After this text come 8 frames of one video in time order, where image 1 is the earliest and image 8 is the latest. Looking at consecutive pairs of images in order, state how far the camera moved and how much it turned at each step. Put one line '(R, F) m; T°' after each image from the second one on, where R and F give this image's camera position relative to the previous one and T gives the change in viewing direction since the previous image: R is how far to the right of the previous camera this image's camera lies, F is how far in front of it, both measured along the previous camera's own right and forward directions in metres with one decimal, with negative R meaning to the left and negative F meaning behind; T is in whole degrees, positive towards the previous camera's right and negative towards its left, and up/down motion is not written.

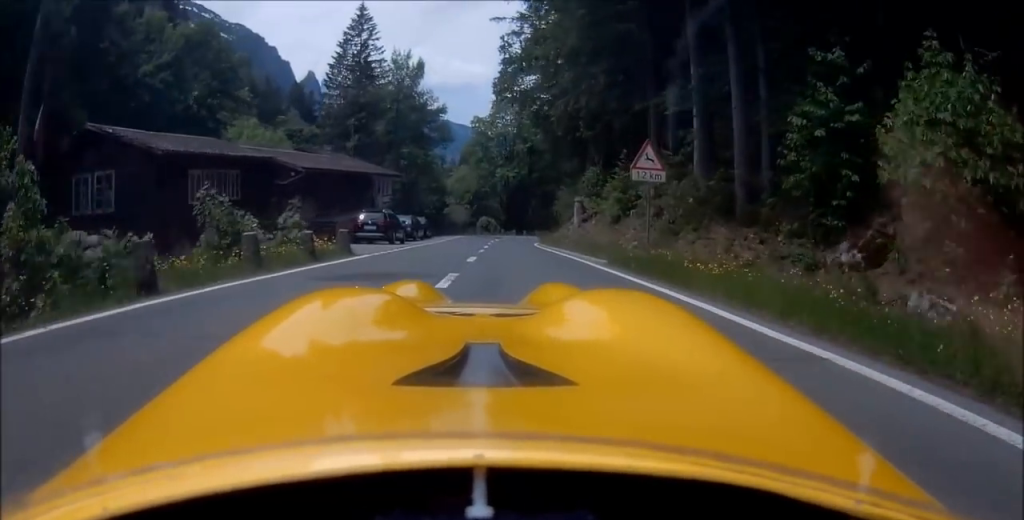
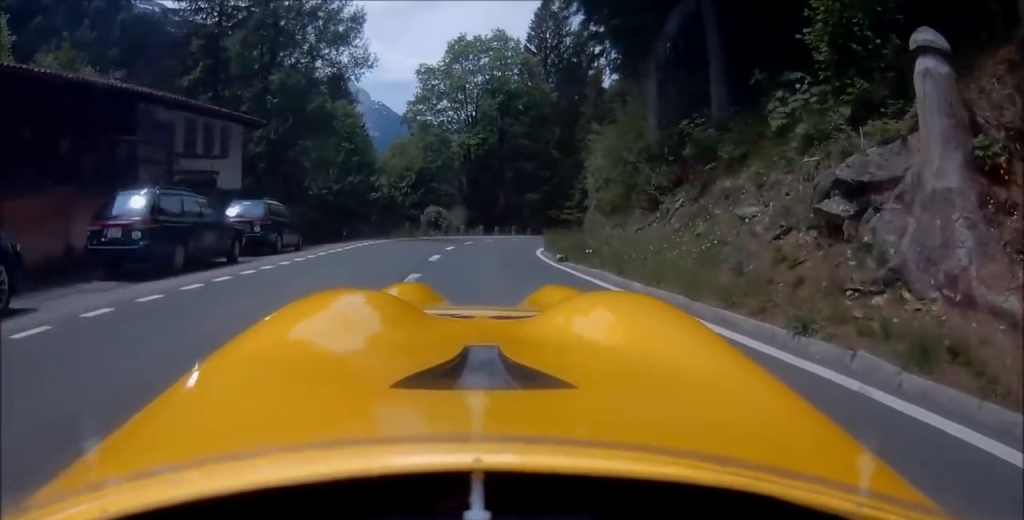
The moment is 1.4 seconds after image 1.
(+0.7, +22.6) m; +8°
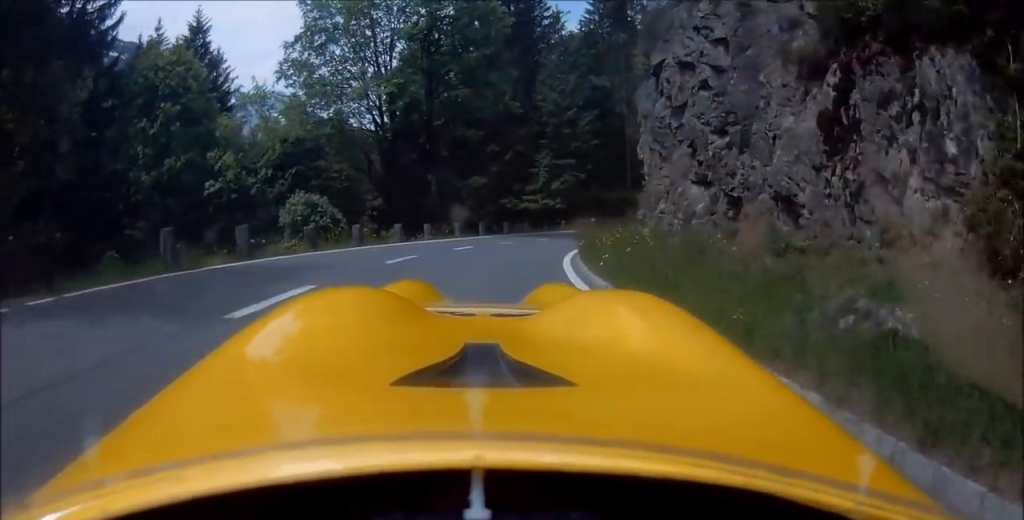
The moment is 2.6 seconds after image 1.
(+2.3, +19.2) m; +13°
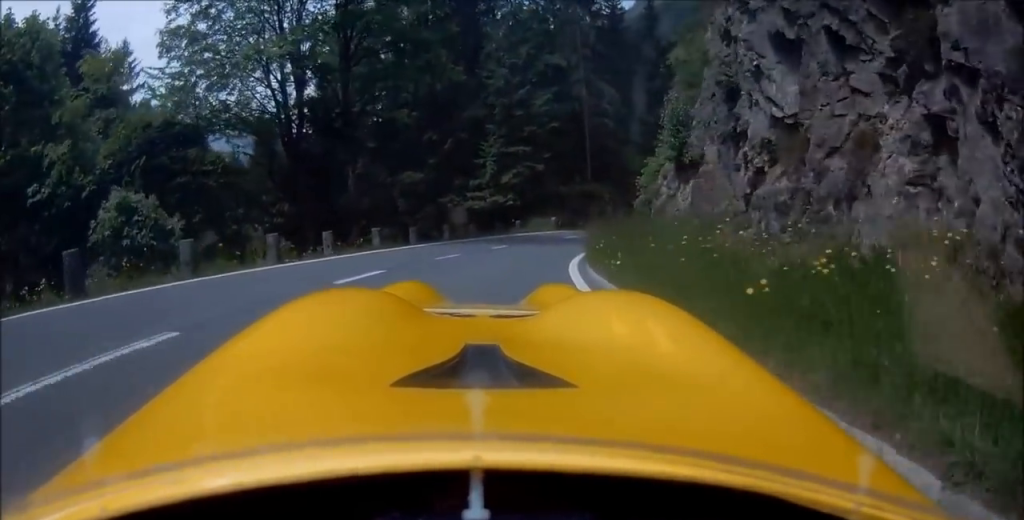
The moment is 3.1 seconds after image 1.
(+0.3, +8.1) m; +8°
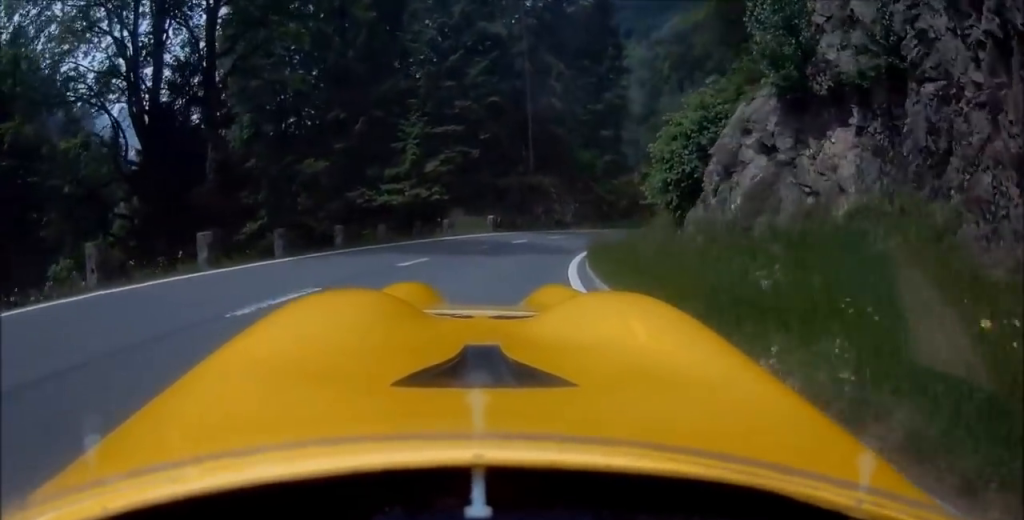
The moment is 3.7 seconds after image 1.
(+0.8, +8.2) m; +7°
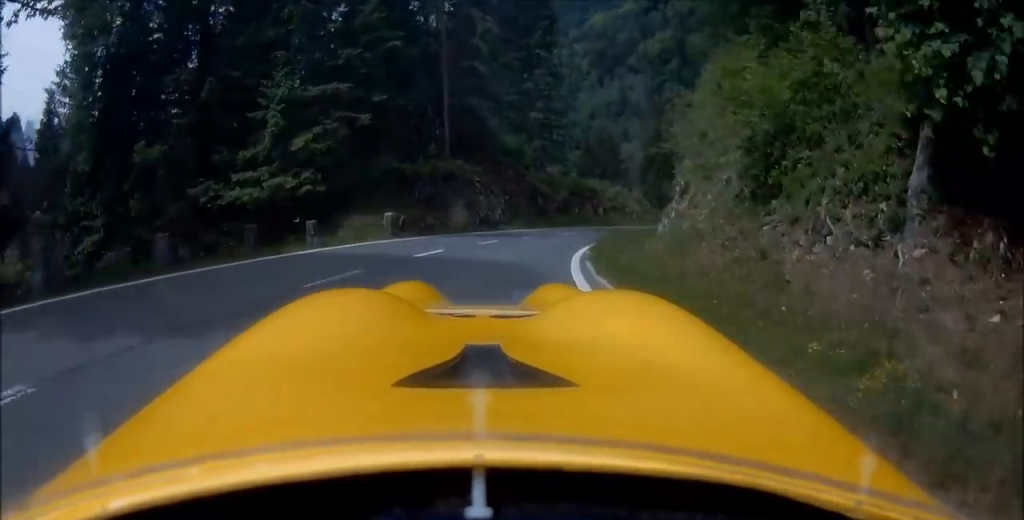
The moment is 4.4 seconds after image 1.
(+1.3, +9.9) m; +6°
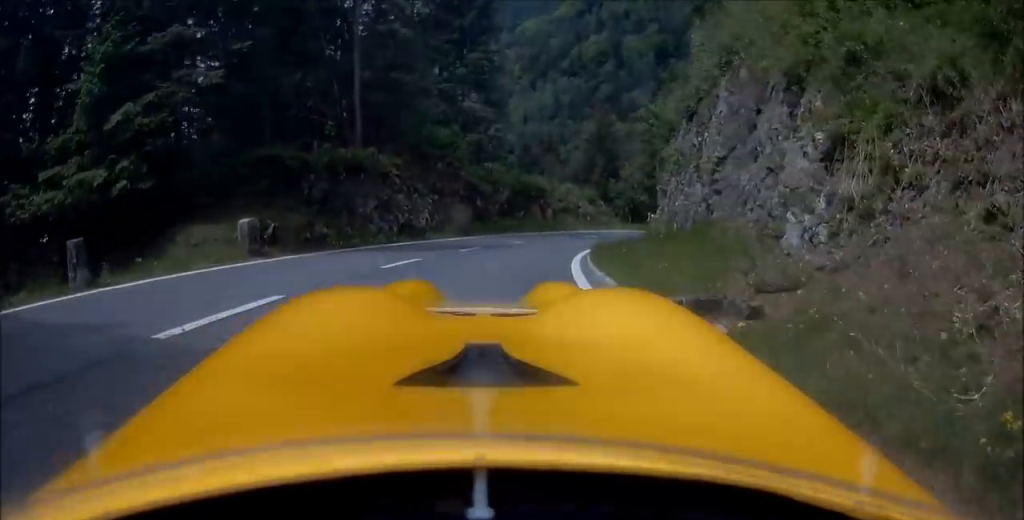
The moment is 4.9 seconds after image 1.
(-0.2, +7.6) m; -1°
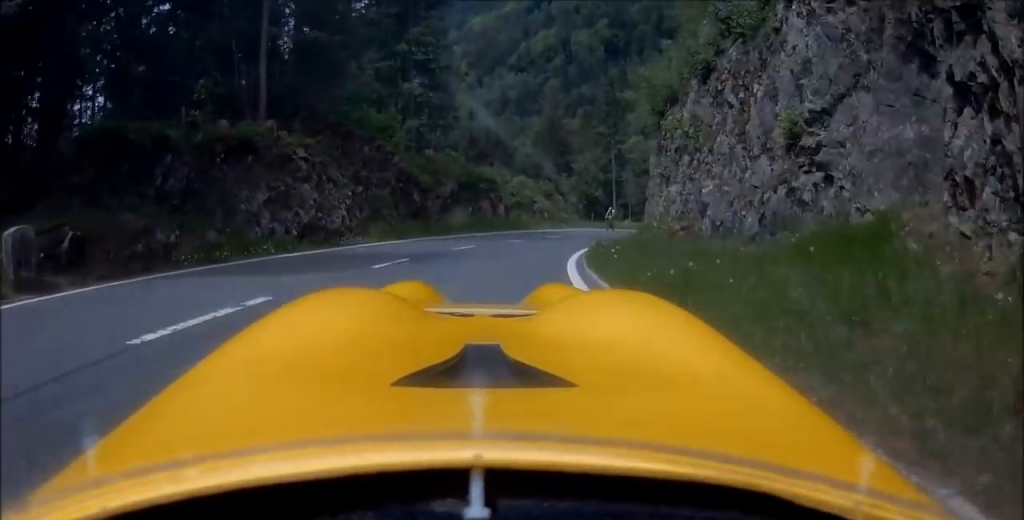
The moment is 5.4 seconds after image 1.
(0.0, +5.7) m; -1°
